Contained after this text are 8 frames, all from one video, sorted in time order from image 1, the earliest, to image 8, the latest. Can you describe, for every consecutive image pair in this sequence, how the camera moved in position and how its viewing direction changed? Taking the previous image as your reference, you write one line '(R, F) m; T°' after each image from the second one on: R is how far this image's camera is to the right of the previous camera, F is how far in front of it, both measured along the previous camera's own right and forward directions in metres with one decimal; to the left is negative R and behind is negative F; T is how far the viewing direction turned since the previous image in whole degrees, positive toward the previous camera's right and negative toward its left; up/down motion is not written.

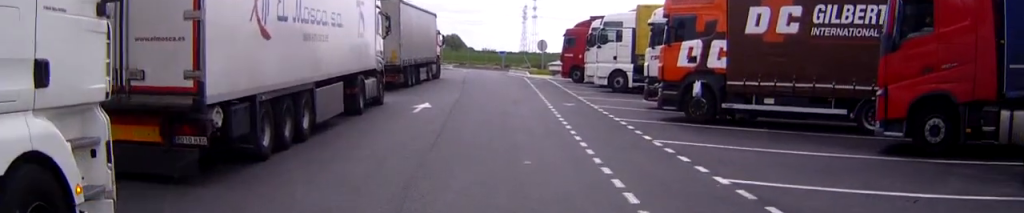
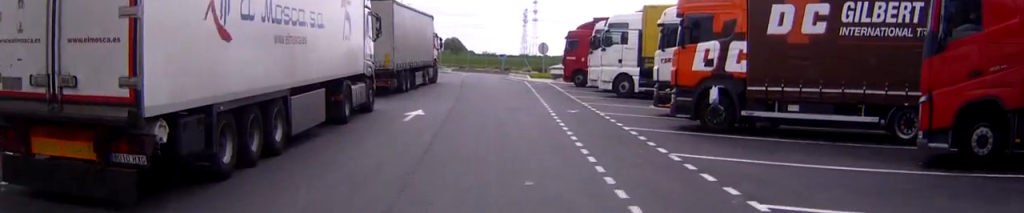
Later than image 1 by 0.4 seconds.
(0.0, +1.7) m; 0°
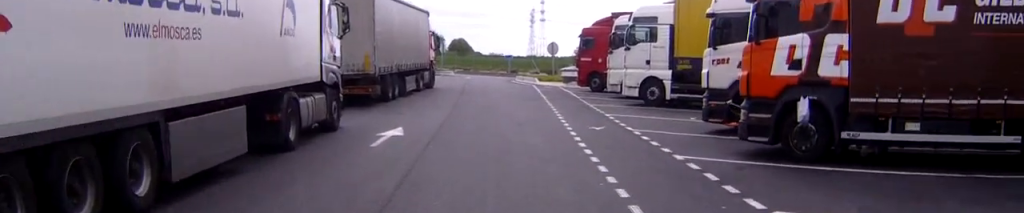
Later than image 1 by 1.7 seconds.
(-0.1, +5.3) m; -1°
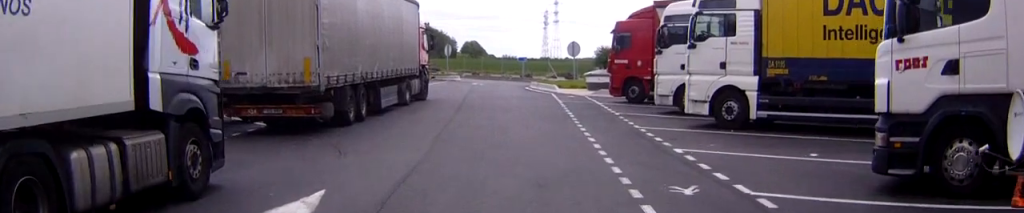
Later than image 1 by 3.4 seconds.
(+0.2, +8.8) m; +3°
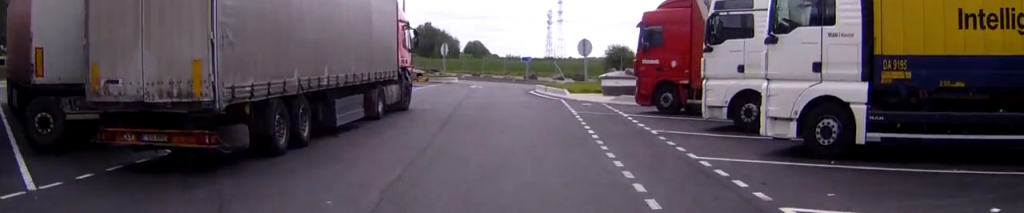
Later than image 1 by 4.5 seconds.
(-0.1, +6.2) m; -1°
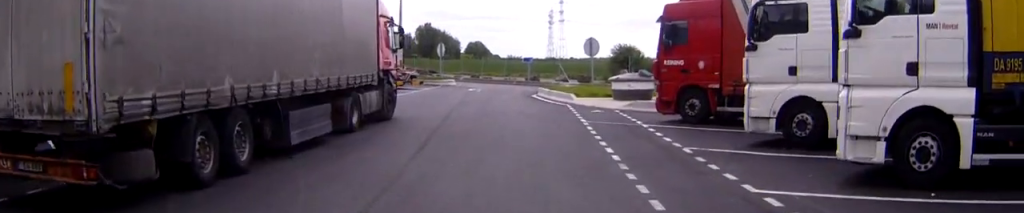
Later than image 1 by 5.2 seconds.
(0.0, +3.5) m; -1°
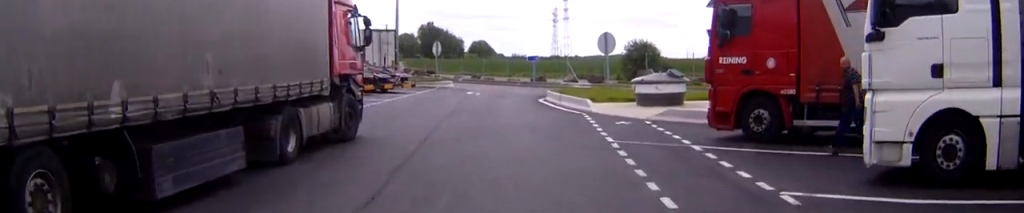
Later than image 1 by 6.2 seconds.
(0.0, +5.7) m; 0°
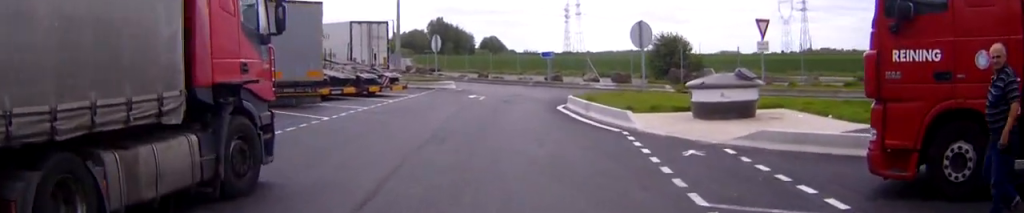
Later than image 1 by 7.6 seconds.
(+0.1, +7.7) m; +1°
